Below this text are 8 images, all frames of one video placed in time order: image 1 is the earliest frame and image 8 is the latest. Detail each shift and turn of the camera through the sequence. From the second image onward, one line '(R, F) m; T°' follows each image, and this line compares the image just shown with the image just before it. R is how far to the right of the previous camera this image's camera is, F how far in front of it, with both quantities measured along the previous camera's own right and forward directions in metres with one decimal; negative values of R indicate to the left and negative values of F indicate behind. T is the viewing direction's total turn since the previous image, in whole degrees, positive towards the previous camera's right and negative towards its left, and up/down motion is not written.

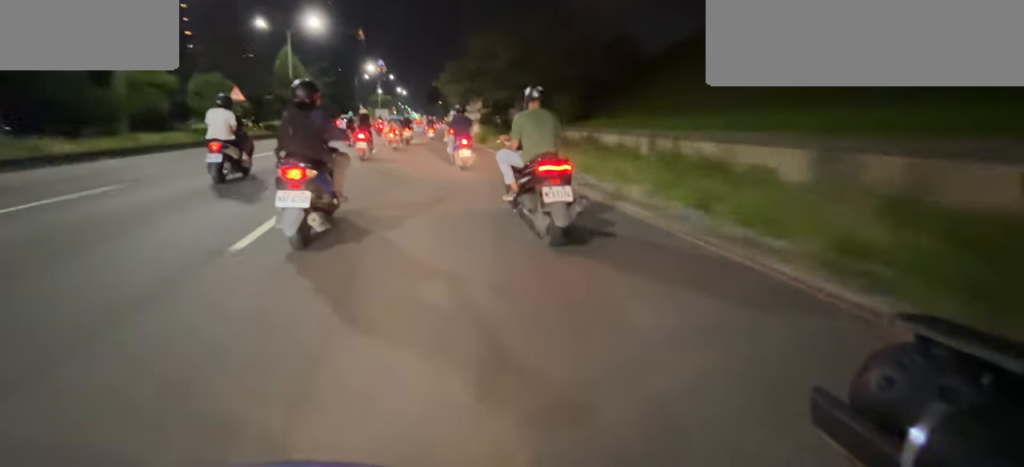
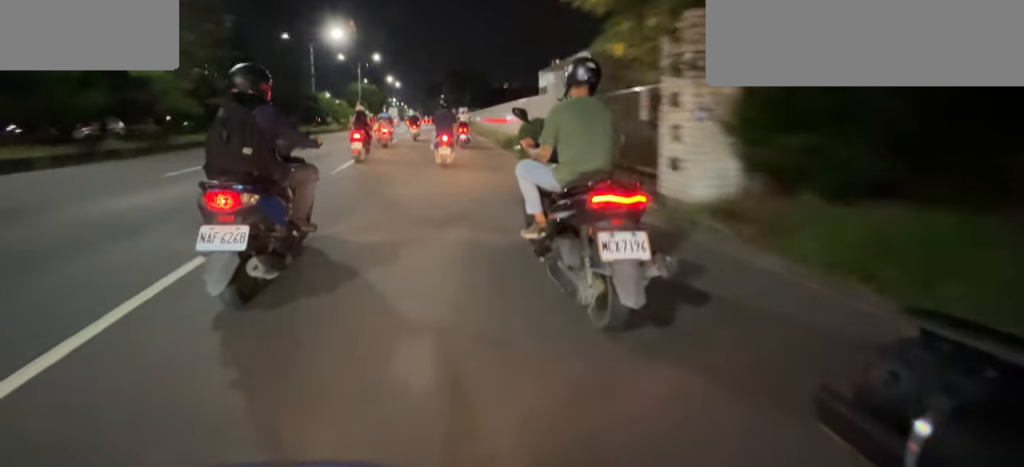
(+0.1, +24.7) m; +1°
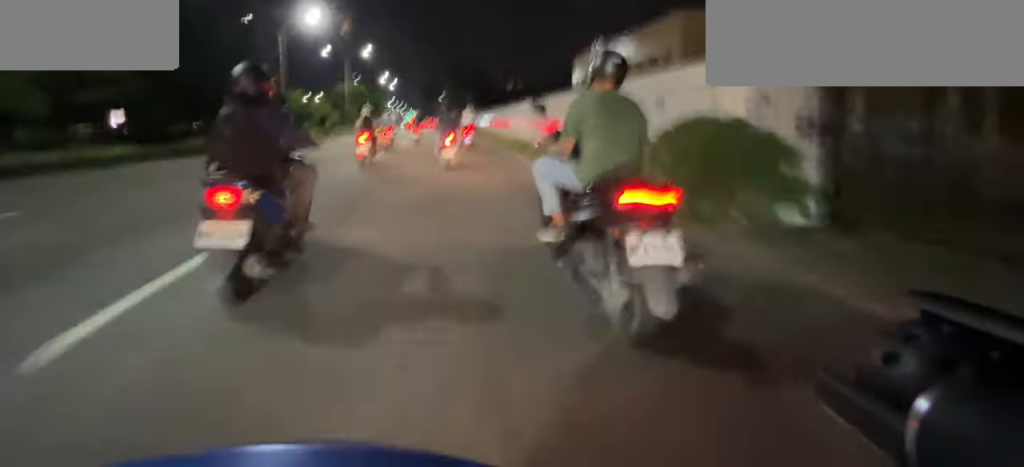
(+0.1, +7.8) m; +1°
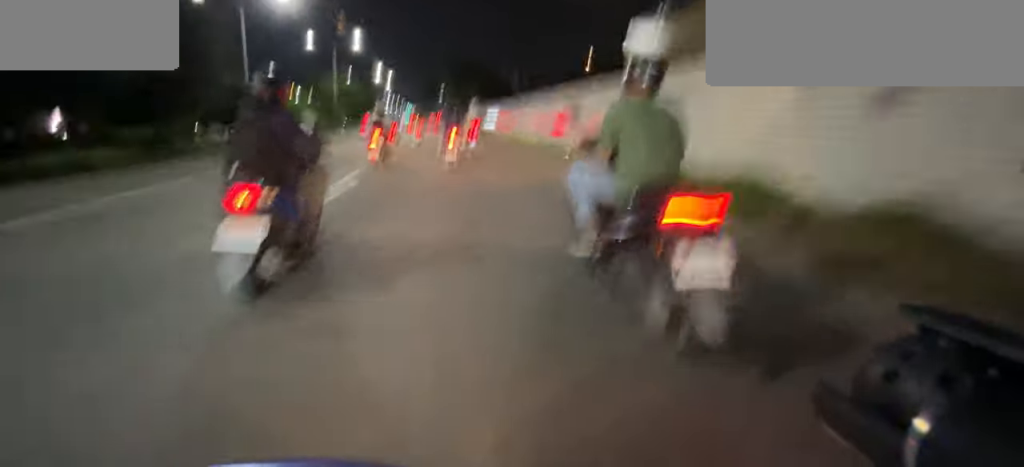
(0.0, +6.5) m; 0°
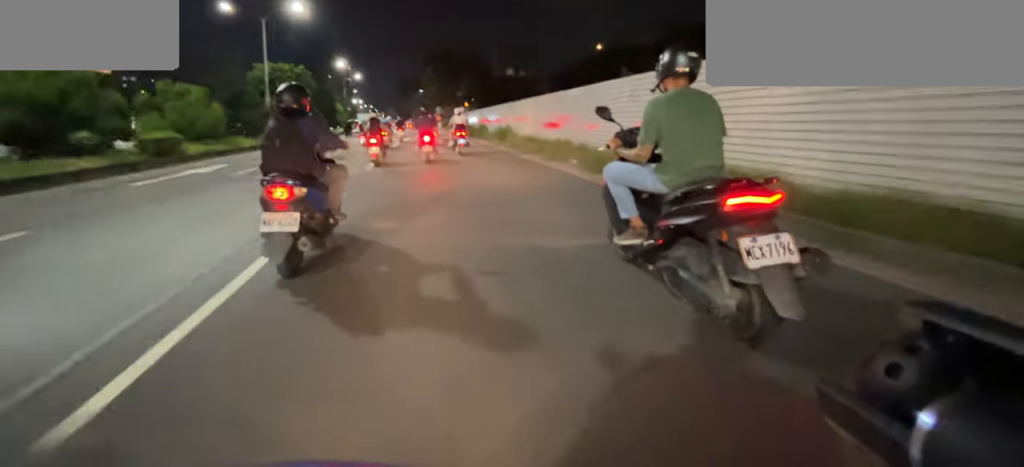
(+0.1, +13.9) m; +1°
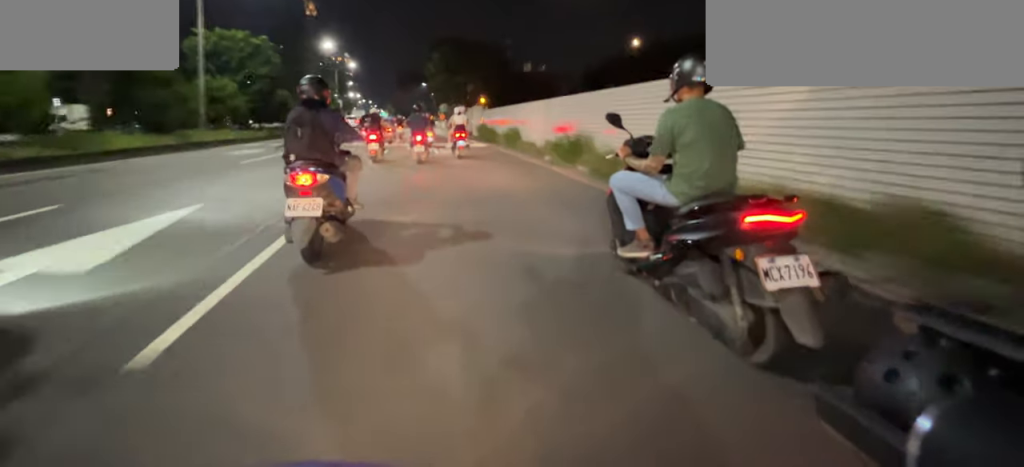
(+0.1, +9.5) m; 0°
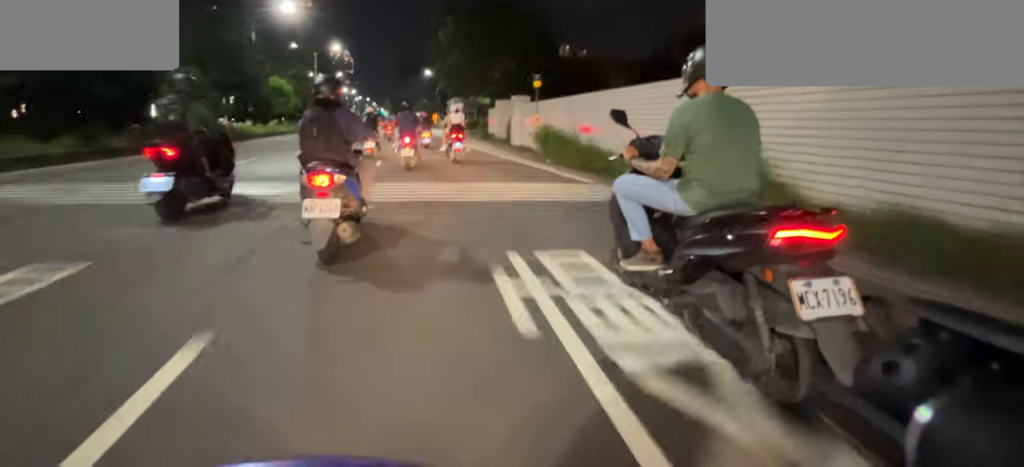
(-0.3, +13.9) m; -2°
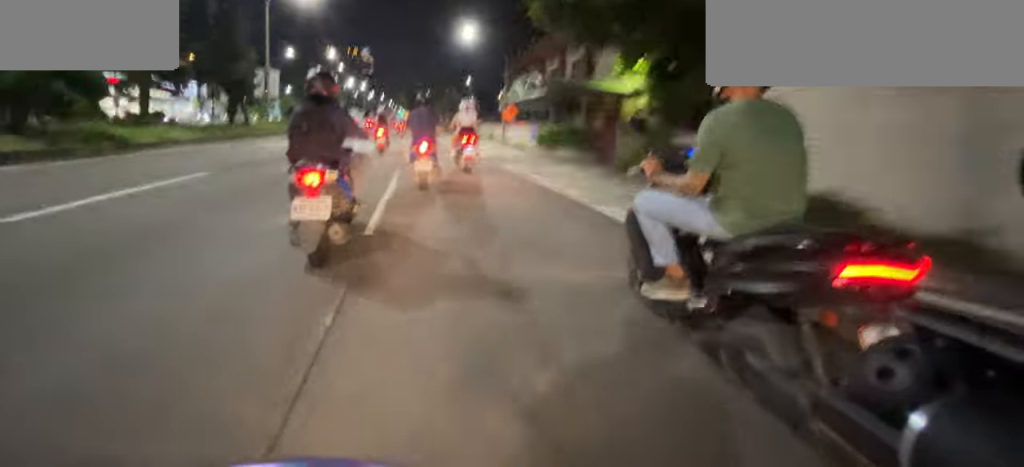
(-0.4, +22.4) m; -2°
